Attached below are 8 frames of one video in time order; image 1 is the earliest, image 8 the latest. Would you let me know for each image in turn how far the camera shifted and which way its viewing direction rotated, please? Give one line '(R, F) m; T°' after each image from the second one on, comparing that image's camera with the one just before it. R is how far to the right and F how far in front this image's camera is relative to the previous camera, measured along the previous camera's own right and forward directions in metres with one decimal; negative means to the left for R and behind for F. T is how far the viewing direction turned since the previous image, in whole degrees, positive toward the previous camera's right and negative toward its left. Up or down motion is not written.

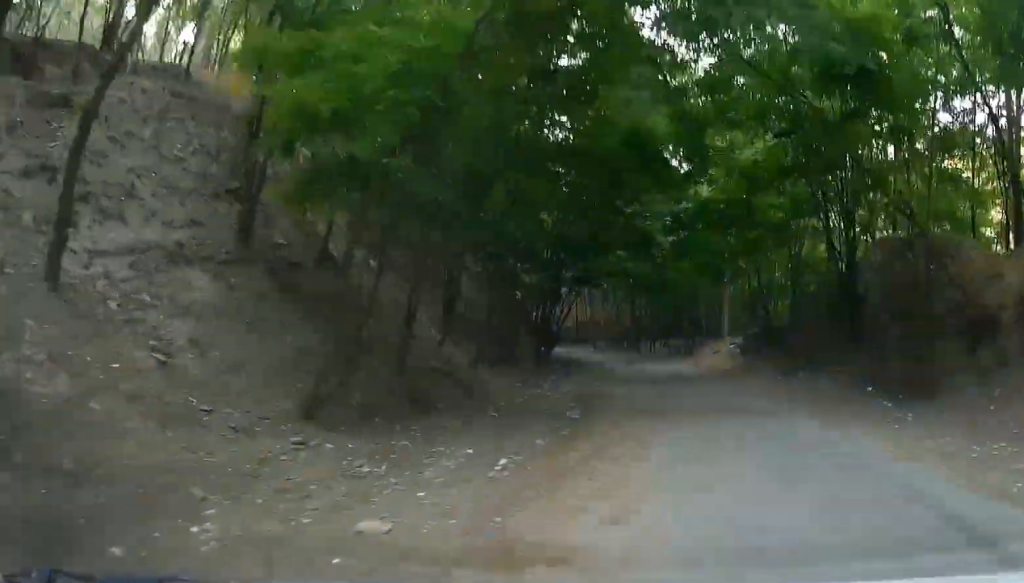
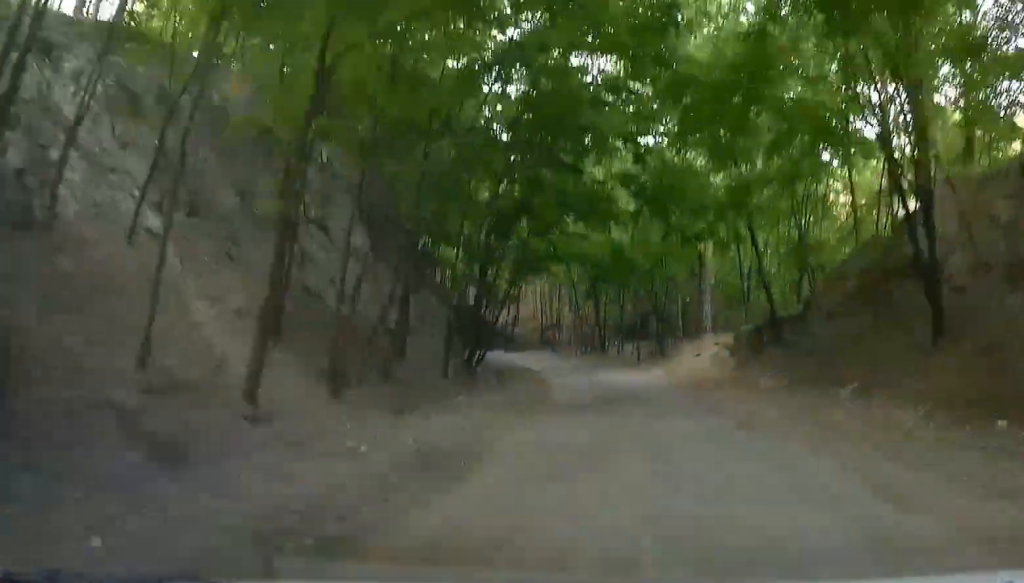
(+0.6, +10.4) m; +3°
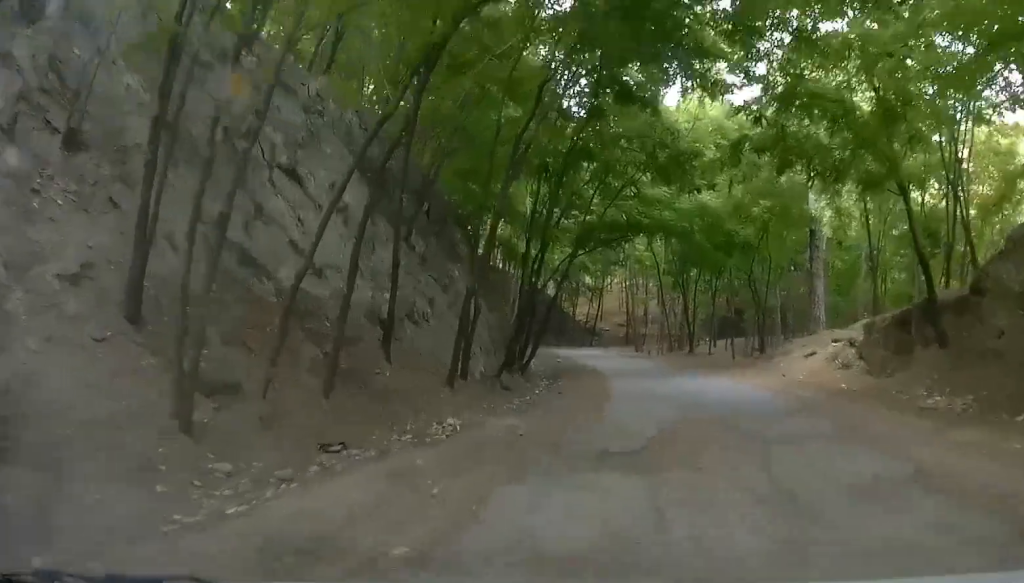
(0.0, +9.5) m; -2°
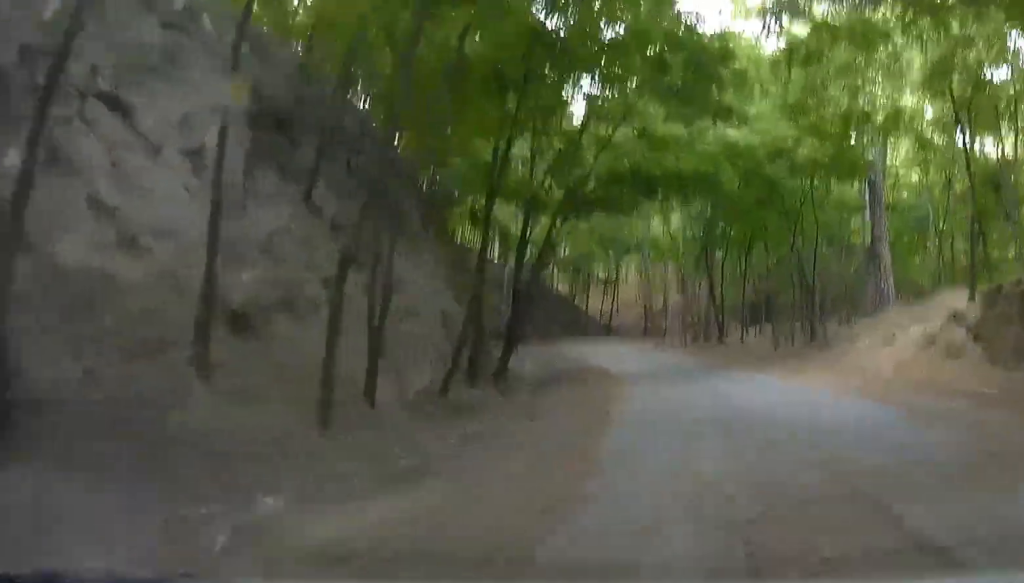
(-0.3, +11.1) m; -3°
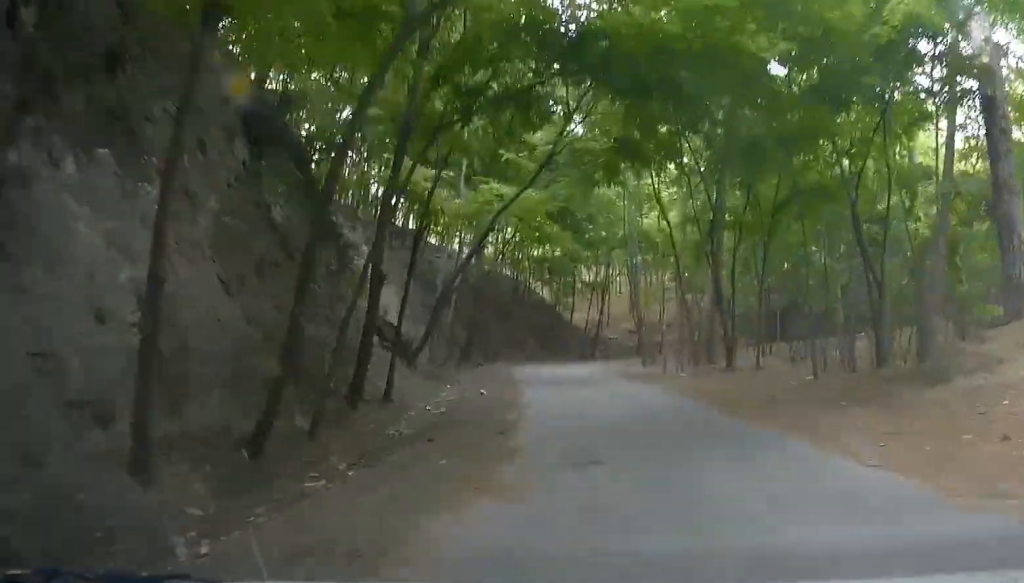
(-0.5, +10.5) m; -7°
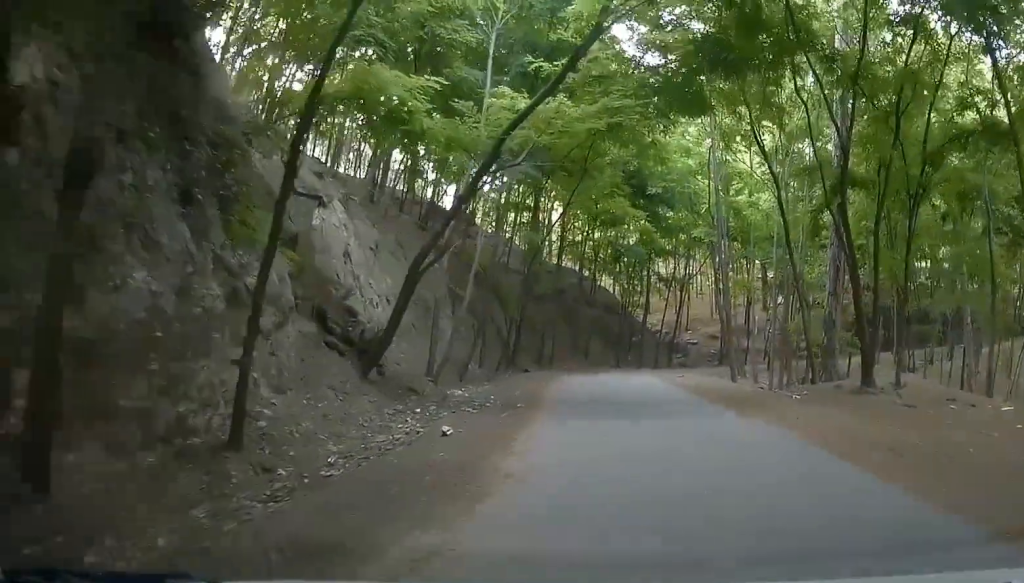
(-0.4, +7.8) m; -3°
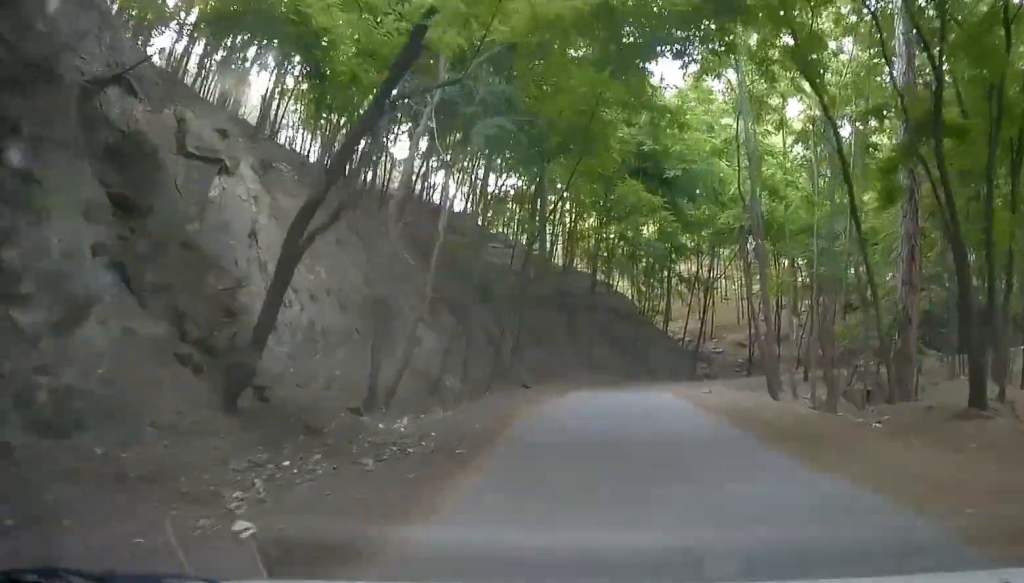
(0.0, +5.0) m; -1°
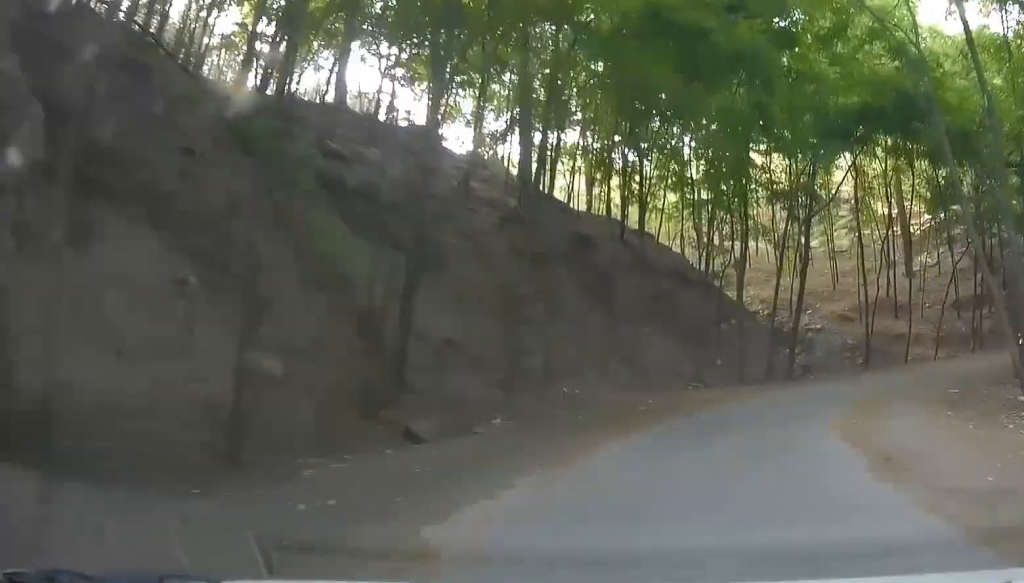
(-0.8, +17.1) m; -1°
